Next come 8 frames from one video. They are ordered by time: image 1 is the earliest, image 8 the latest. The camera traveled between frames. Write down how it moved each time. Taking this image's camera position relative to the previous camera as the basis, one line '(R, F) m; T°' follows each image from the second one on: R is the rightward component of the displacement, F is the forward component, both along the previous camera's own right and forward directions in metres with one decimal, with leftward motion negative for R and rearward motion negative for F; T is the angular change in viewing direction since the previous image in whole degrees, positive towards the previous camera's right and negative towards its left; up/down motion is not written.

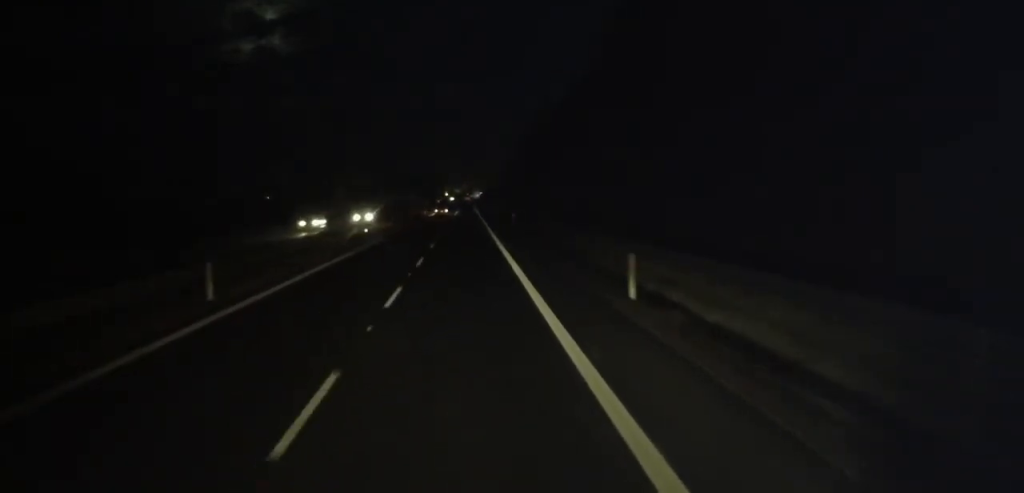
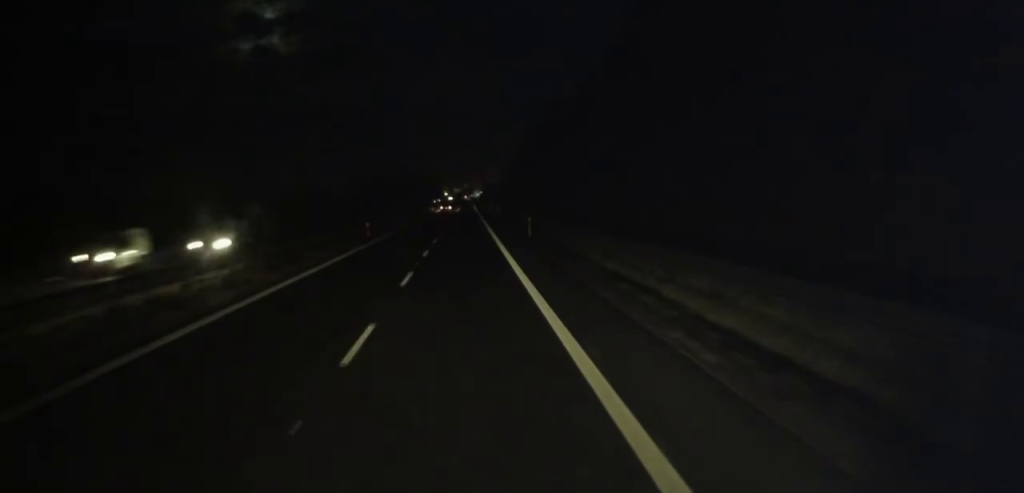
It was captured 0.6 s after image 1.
(0.0, +14.5) m; 0°
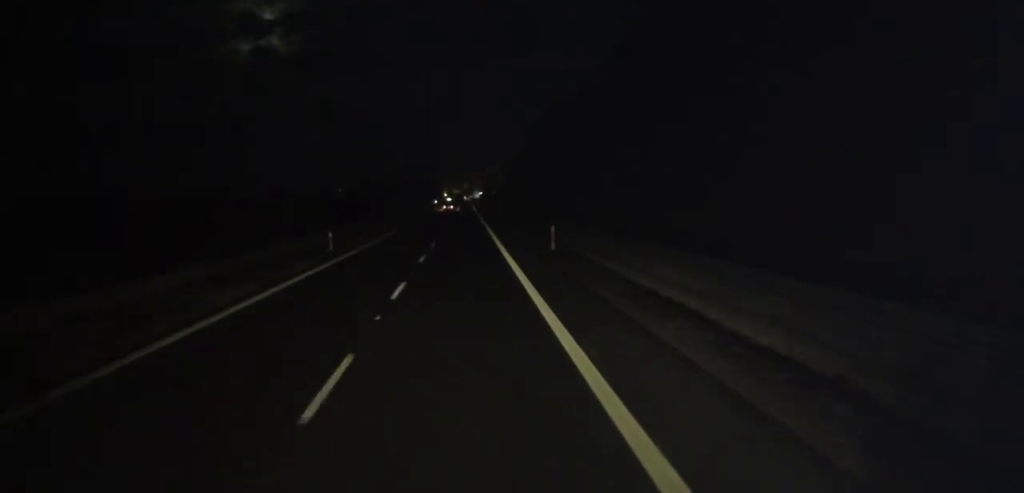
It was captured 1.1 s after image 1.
(-0.3, +11.4) m; 0°
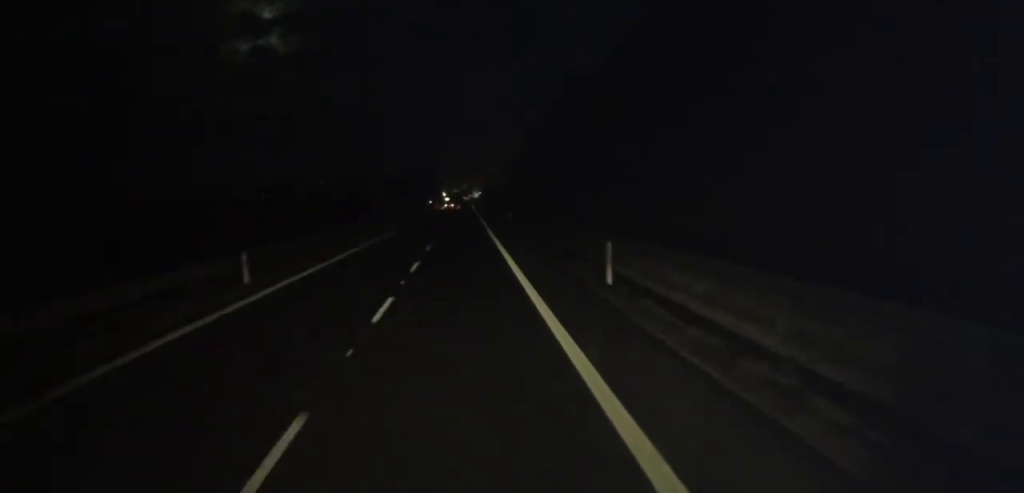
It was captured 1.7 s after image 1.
(0.0, +12.1) m; 0°
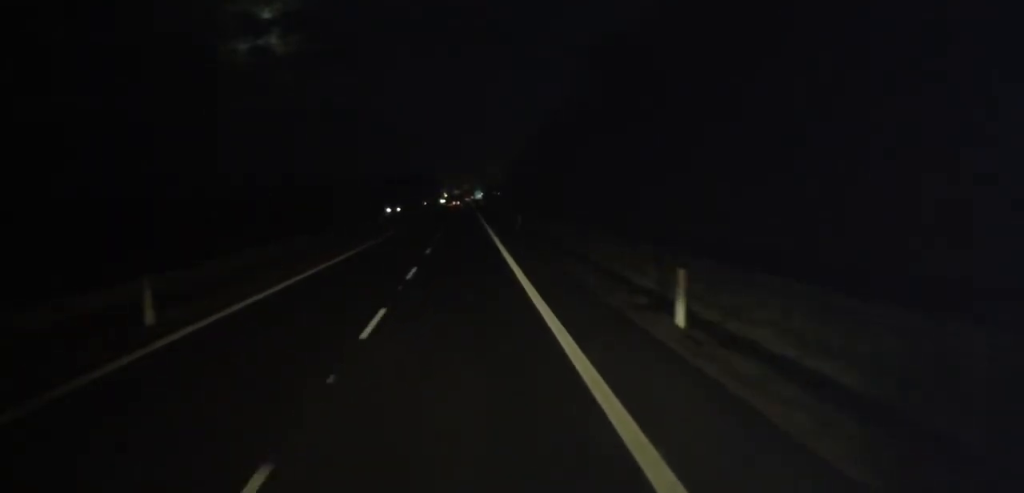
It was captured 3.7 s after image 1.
(-0.3, +46.7) m; -1°
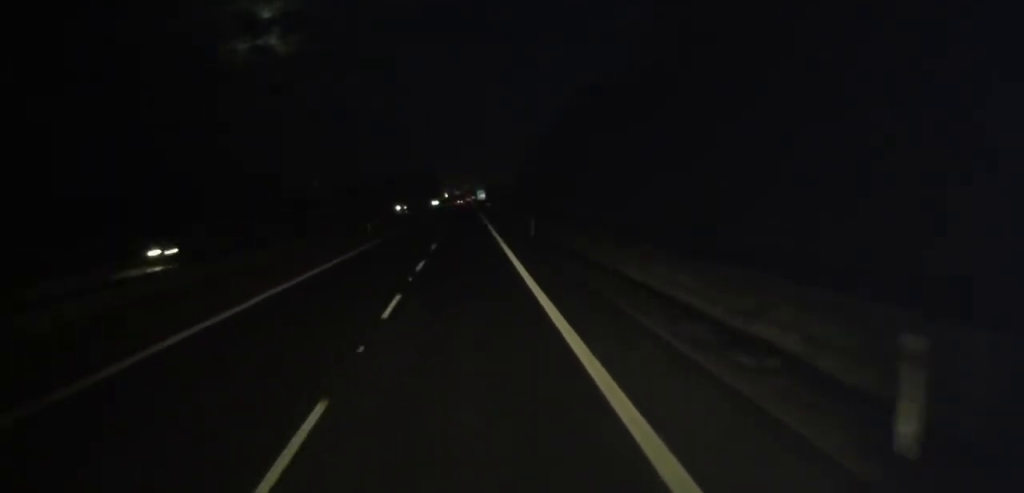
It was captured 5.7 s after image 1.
(+0.8, +43.2) m; +1°
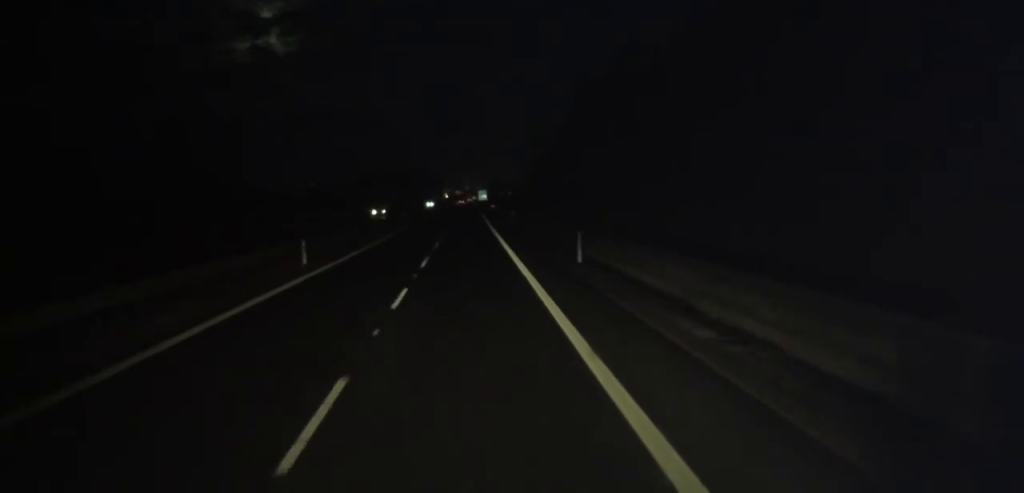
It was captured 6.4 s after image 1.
(-0.2, +16.9) m; -1°
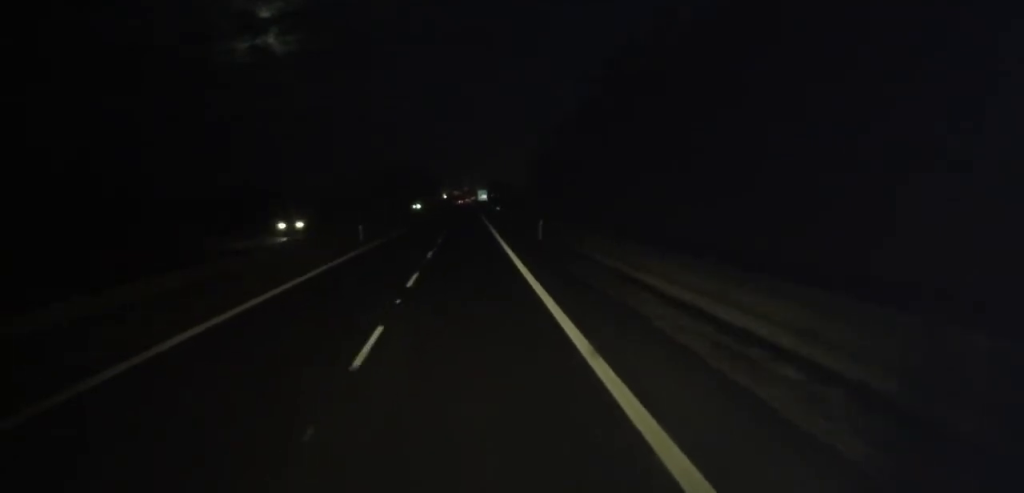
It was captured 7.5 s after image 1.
(0.0, +23.4) m; 0°
